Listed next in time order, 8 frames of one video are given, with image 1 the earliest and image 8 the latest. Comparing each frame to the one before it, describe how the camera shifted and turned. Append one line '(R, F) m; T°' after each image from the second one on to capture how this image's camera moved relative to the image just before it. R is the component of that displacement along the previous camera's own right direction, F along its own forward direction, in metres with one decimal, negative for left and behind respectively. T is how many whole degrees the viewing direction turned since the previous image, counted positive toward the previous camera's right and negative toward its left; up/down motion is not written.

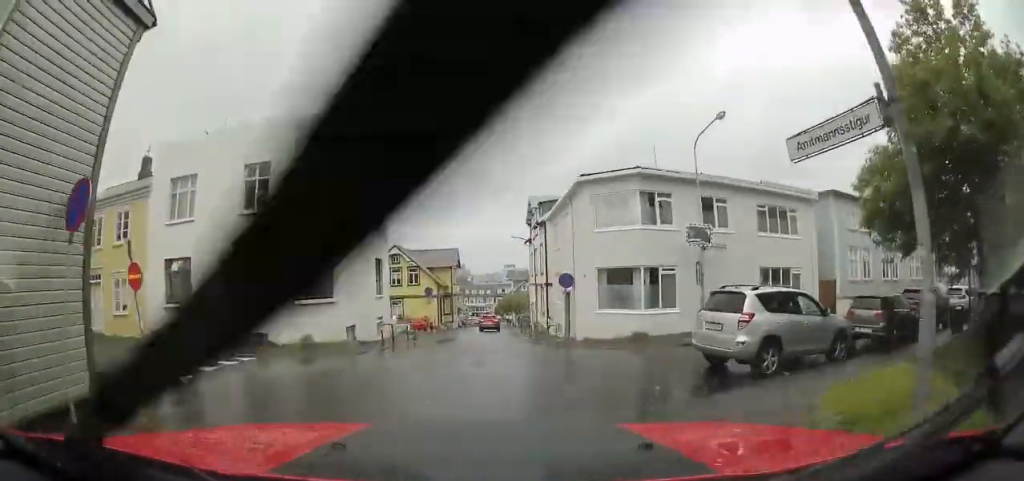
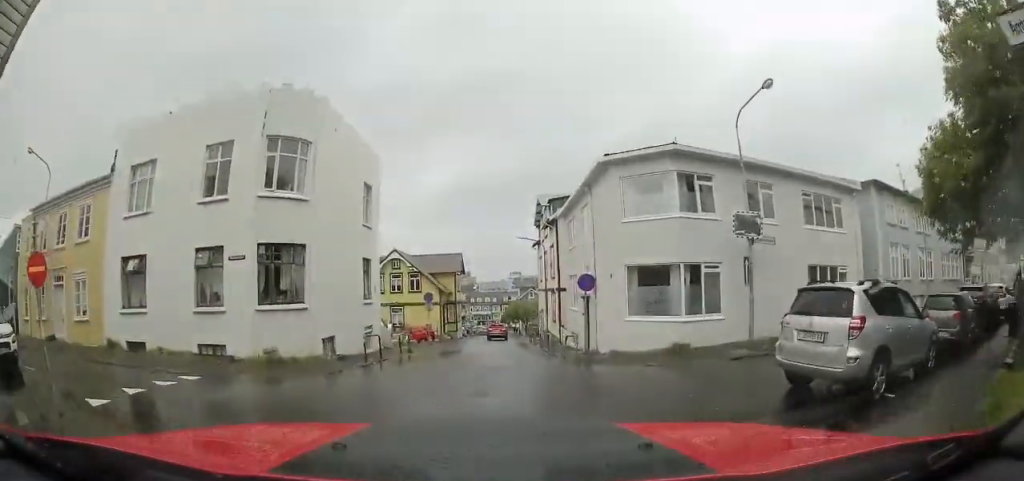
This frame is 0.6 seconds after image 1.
(0.0, +2.4) m; 0°
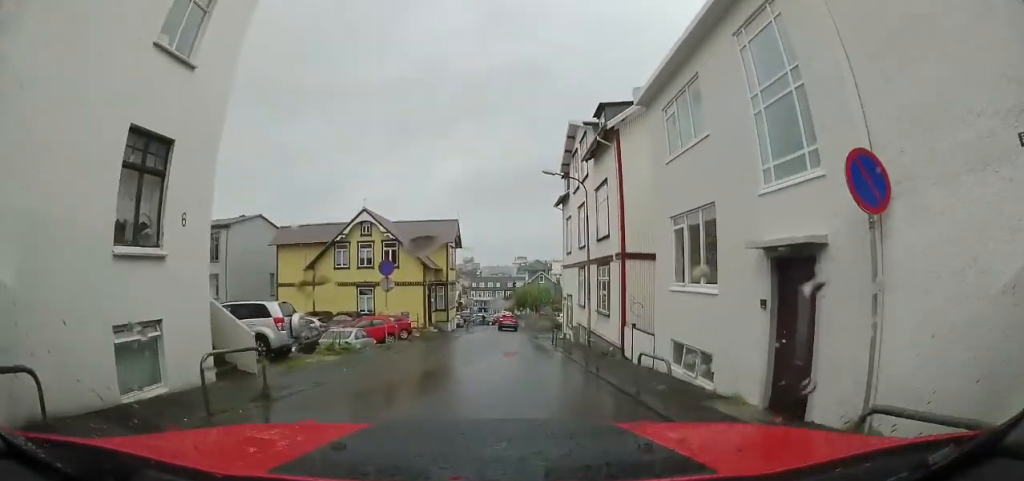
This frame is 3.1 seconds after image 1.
(+0.4, +10.7) m; +3°
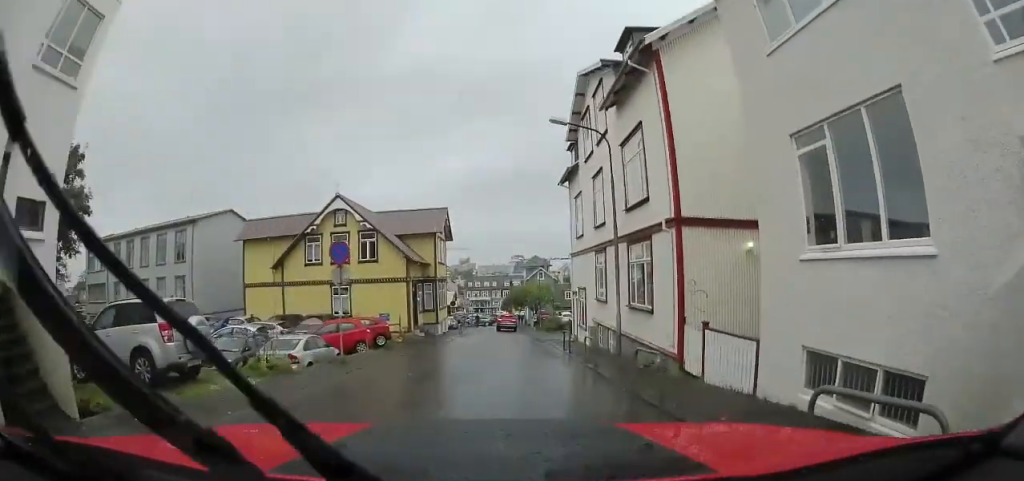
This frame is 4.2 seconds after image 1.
(0.0, +4.3) m; 0°
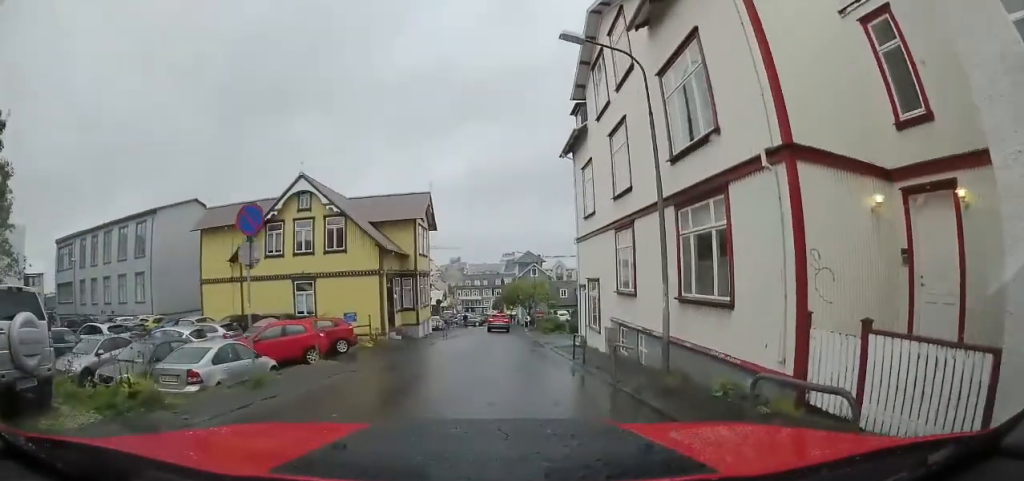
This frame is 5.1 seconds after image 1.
(0.0, +3.9) m; +1°
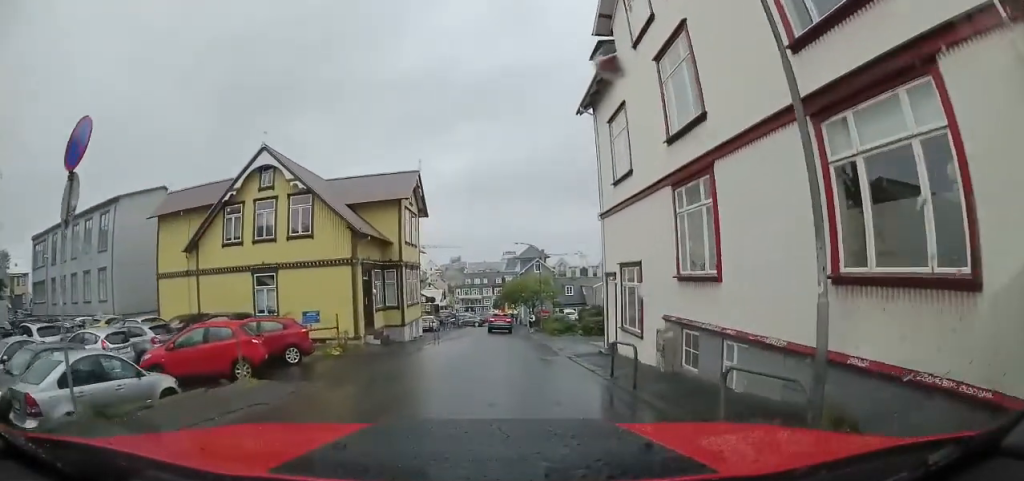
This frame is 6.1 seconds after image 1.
(0.0, +4.0) m; +6°
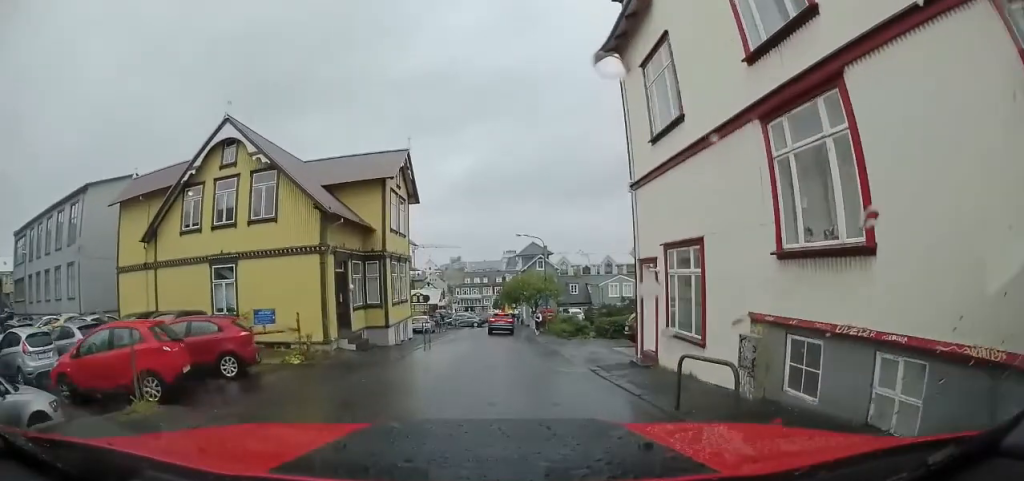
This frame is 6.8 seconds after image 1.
(+0.3, +3.1) m; +5°
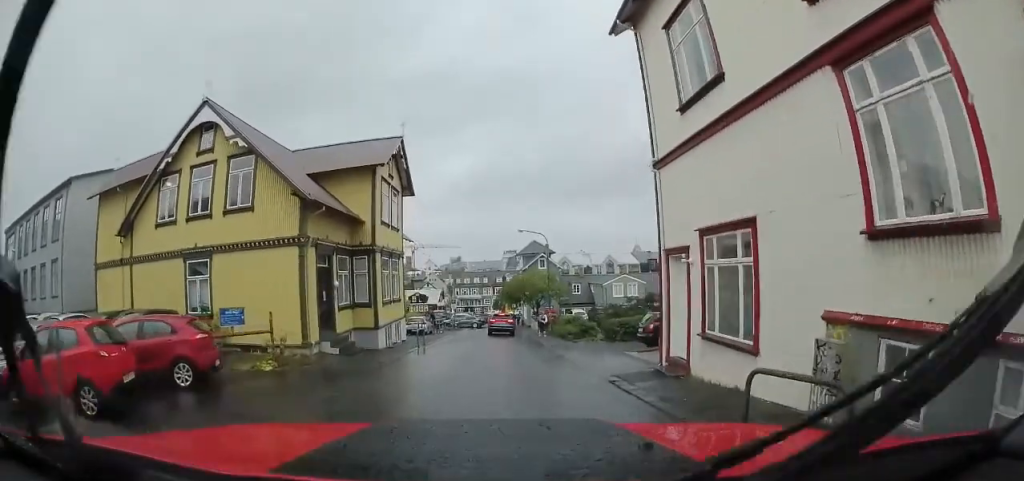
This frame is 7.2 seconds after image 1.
(+0.1, +1.6) m; +2°
